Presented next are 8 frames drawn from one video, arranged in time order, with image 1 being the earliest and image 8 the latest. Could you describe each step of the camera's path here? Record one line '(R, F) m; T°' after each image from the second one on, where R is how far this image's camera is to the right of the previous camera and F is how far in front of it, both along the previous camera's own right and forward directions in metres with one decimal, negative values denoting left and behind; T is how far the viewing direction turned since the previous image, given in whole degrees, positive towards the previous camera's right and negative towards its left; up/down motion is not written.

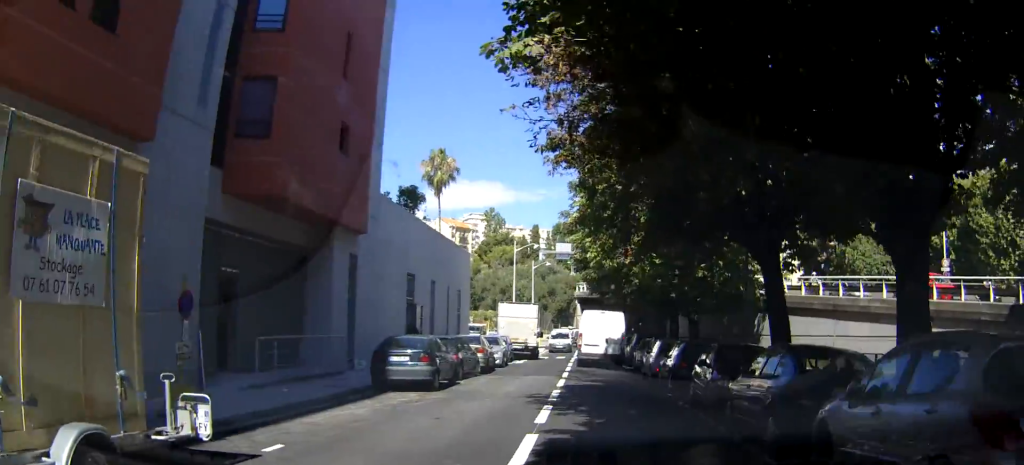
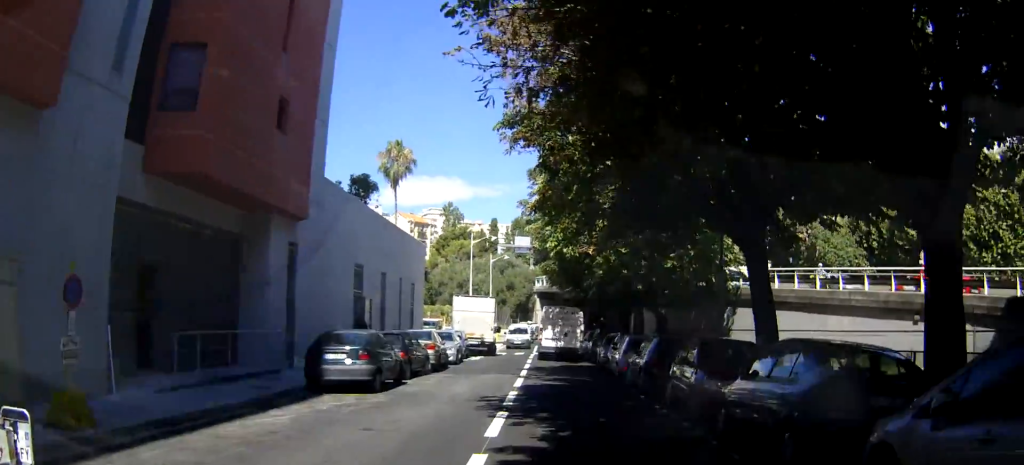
(+0.5, +1.4) m; +7°
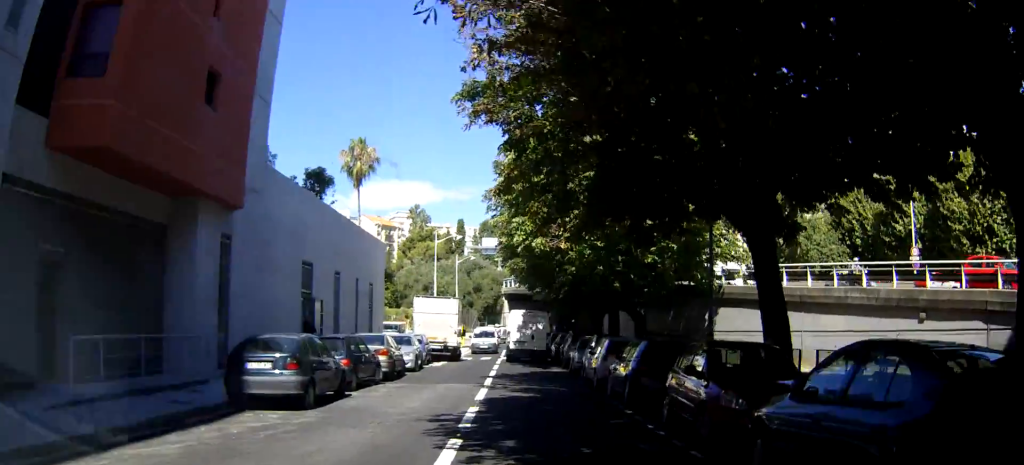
(0.0, +2.2) m; +2°
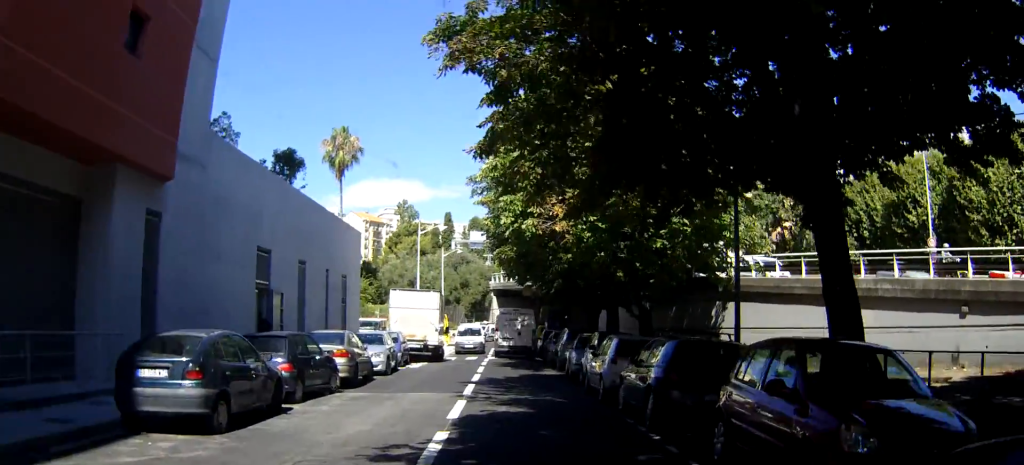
(-0.2, +2.9) m; 0°
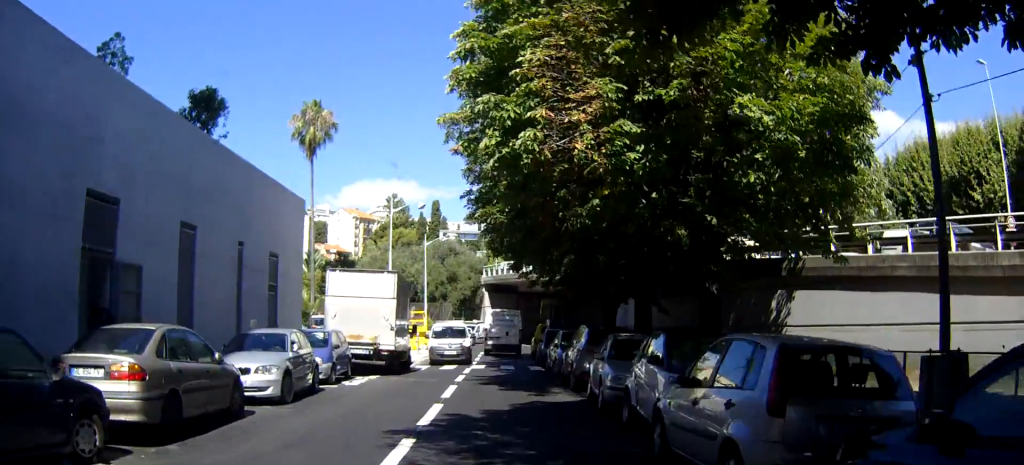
(+0.4, +7.9) m; 0°
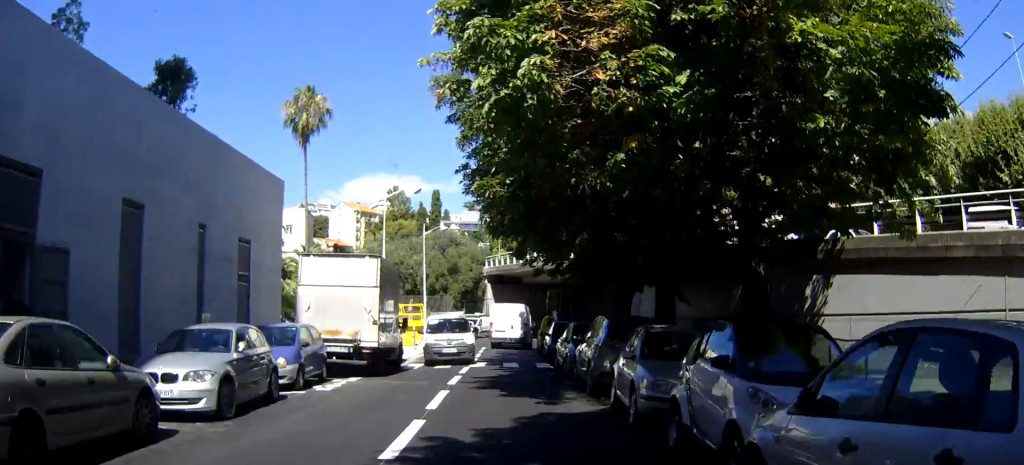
(-0.1, +2.7) m; -3°
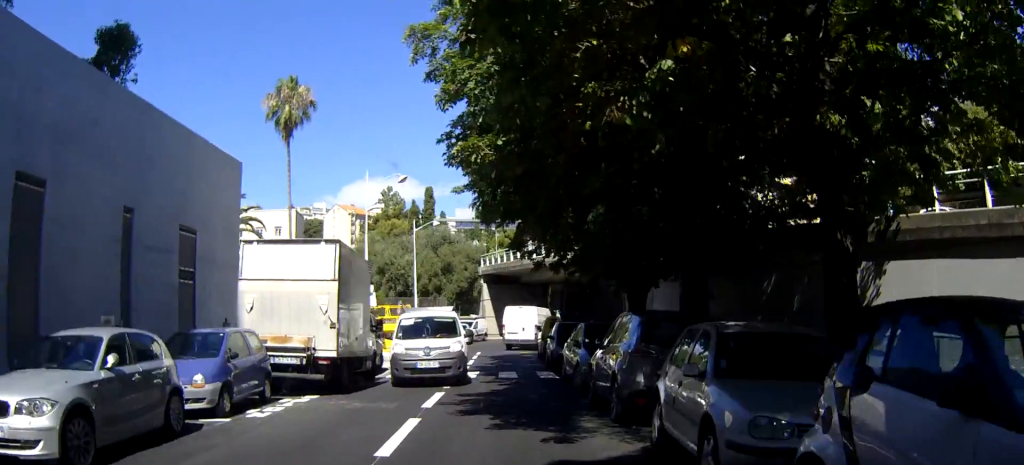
(-0.1, +3.7) m; -5°
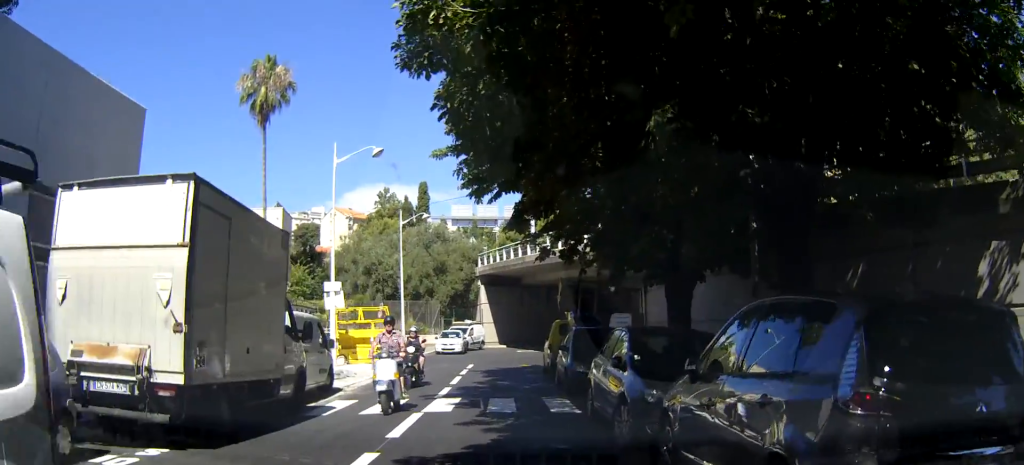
(-0.6, +7.3) m; -6°
